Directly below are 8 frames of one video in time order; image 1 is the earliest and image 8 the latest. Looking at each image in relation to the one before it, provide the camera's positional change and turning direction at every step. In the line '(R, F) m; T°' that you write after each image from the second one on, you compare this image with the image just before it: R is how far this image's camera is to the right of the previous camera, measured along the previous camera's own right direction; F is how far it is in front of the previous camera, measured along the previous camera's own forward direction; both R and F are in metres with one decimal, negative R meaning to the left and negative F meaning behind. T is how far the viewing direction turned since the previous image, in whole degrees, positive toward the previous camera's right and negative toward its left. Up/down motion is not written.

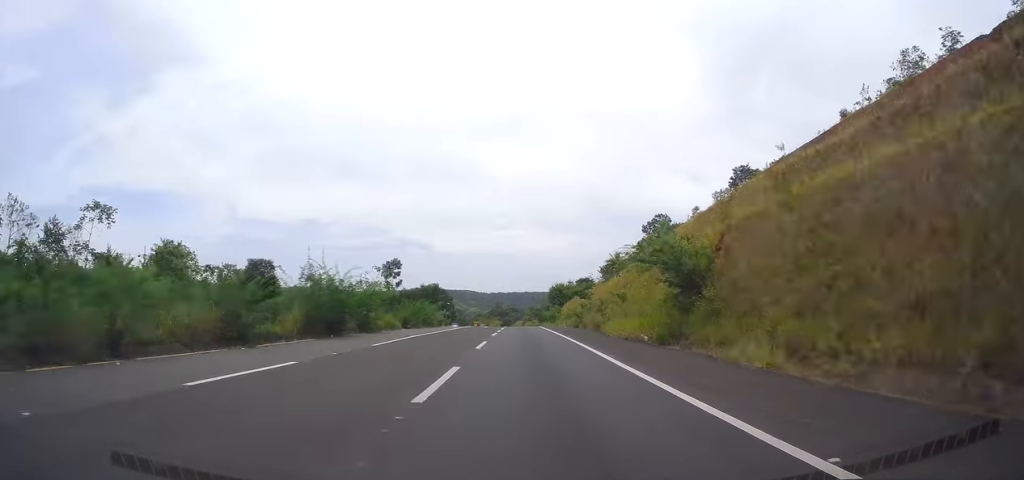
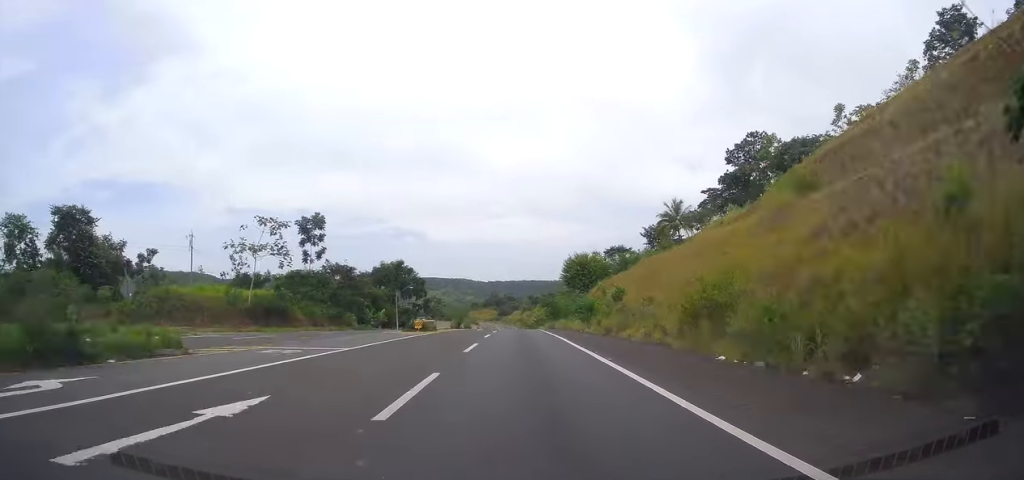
(0.0, +53.6) m; 0°
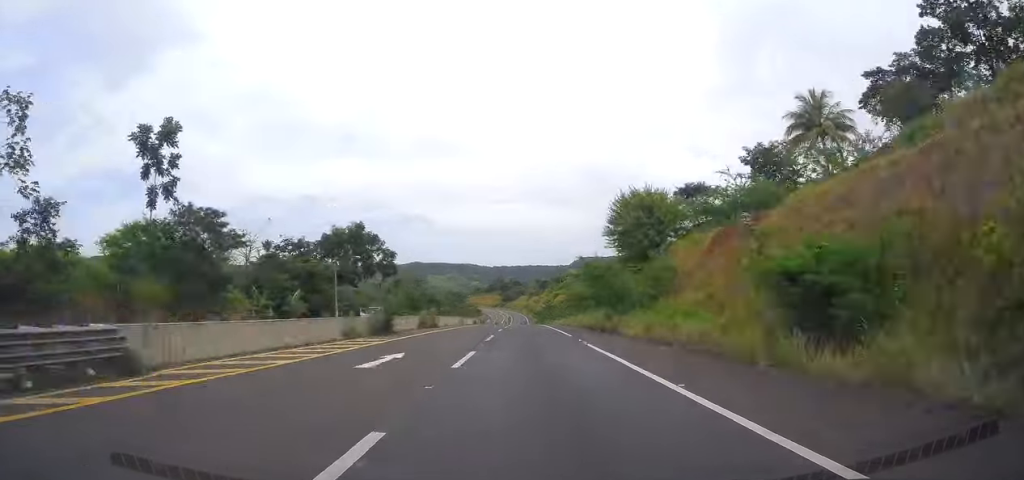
(0.0, +40.4) m; 0°
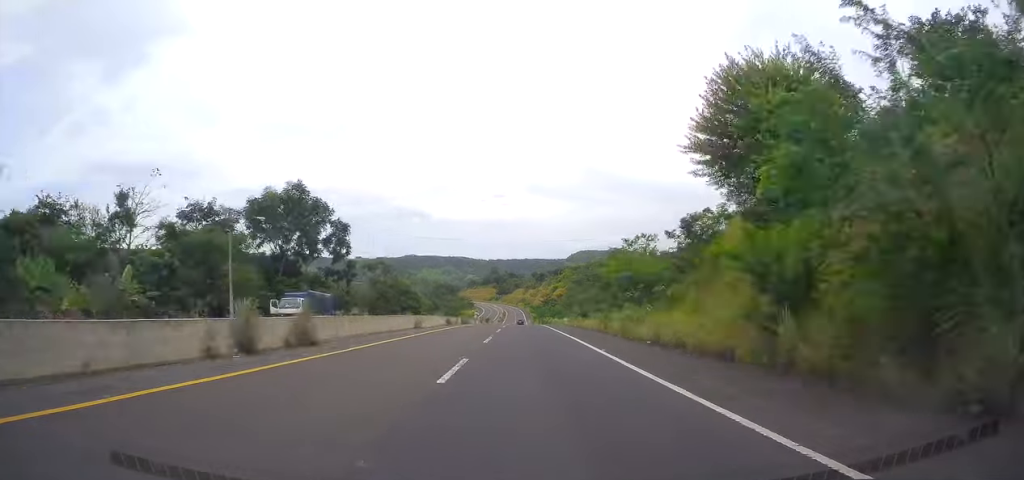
(0.0, +27.1) m; 0°
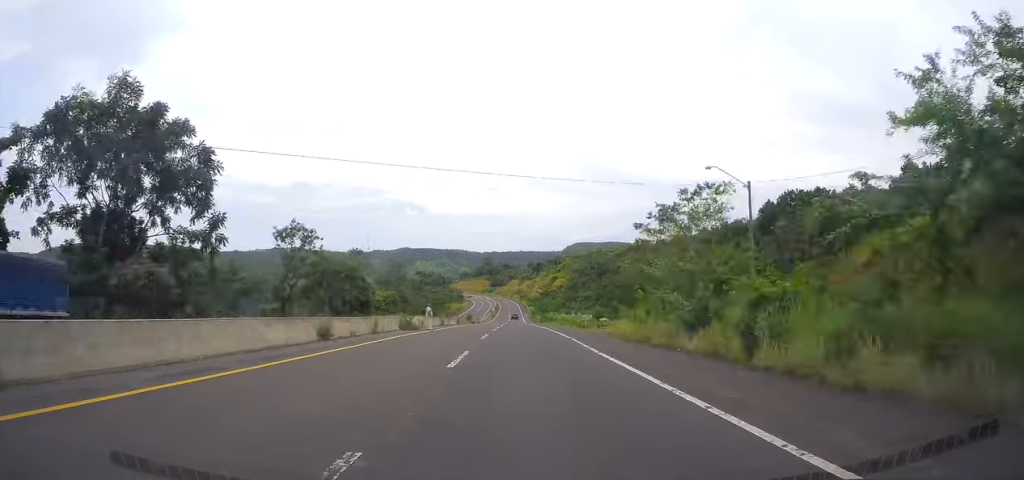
(0.0, +35.0) m; 0°
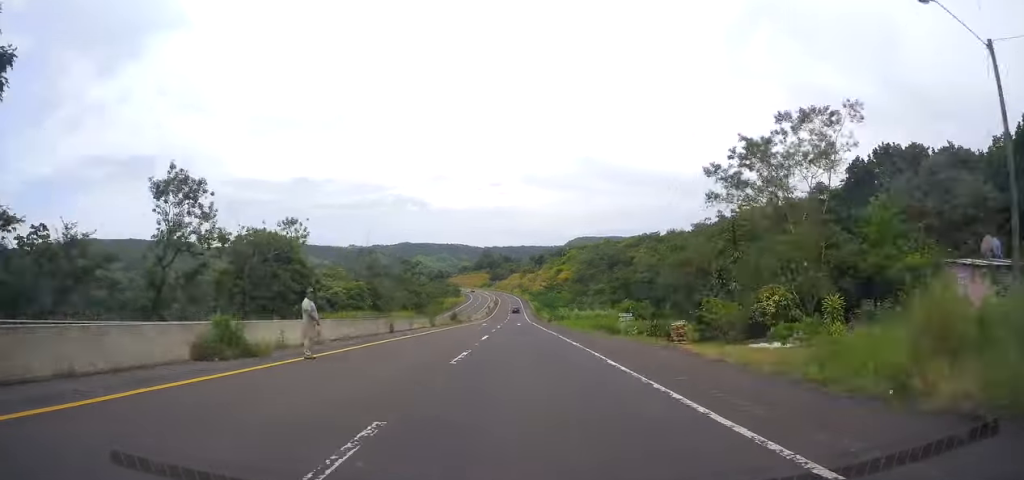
(0.0, +23.7) m; 0°
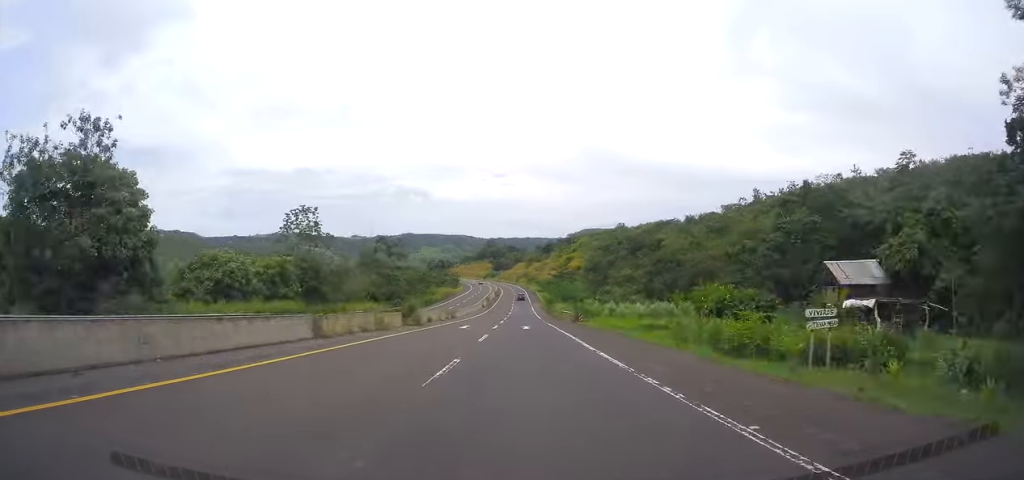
(-0.1, +29.7) m; 0°
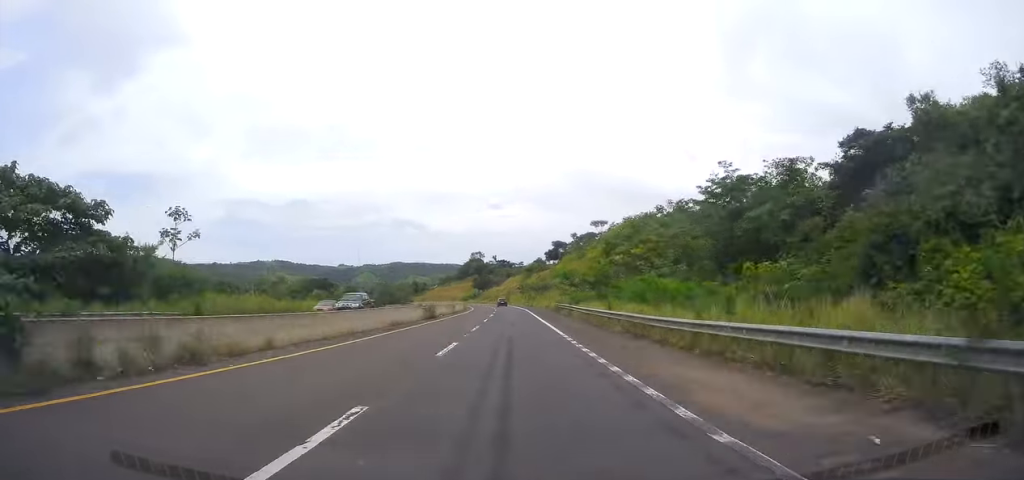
(+0.4, +118.1) m; 0°
